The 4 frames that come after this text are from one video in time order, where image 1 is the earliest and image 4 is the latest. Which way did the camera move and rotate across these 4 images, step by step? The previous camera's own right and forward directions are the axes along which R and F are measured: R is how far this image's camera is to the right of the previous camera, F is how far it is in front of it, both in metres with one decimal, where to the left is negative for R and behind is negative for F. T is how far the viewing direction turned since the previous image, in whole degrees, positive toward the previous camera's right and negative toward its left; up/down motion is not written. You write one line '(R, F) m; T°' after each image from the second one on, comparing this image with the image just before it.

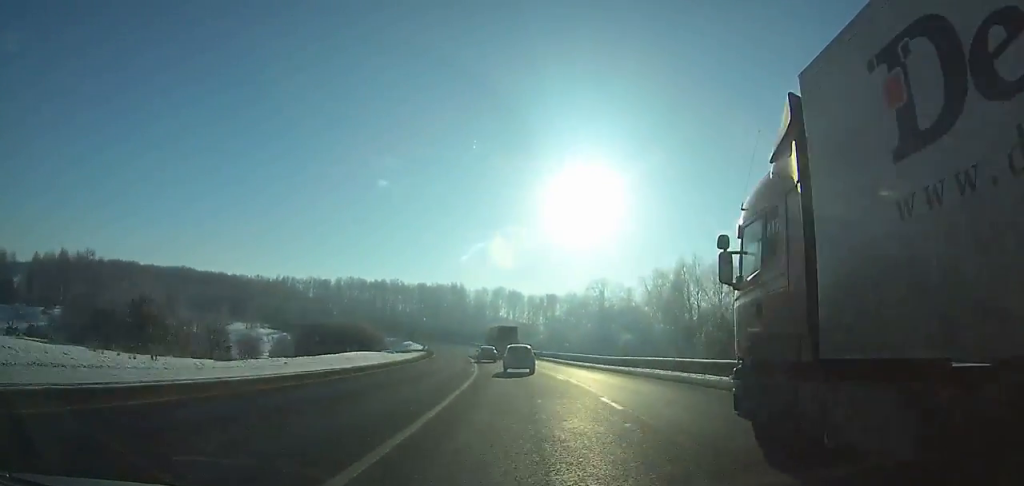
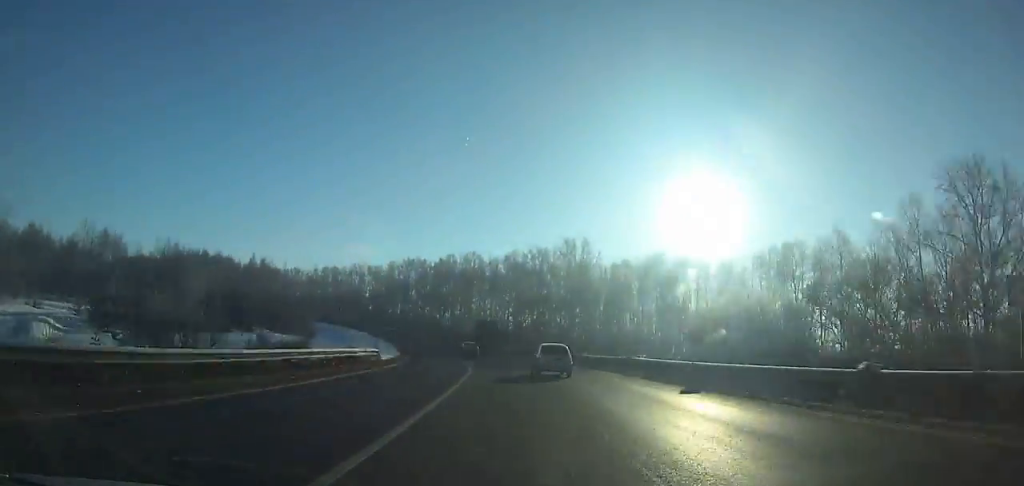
(-12.2, +125.9) m; -13°
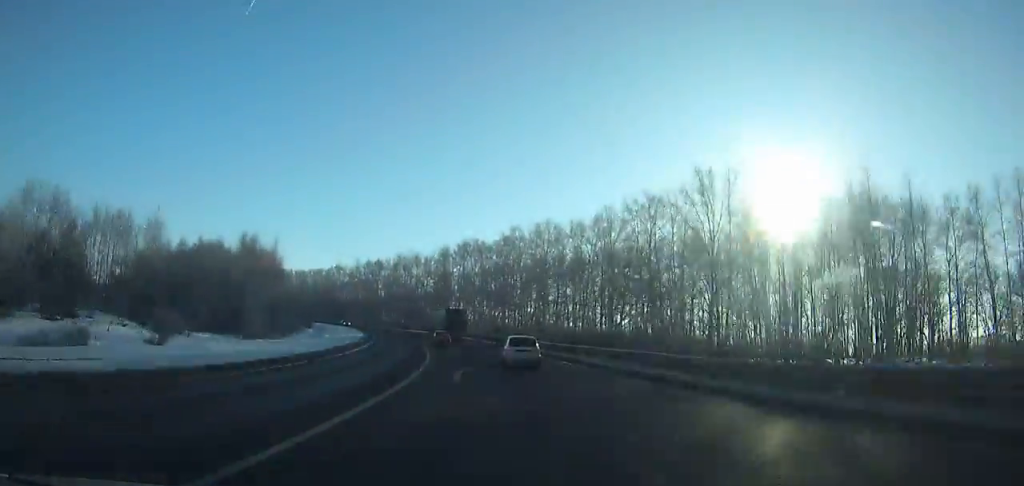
(-2.4, +51.1) m; -8°
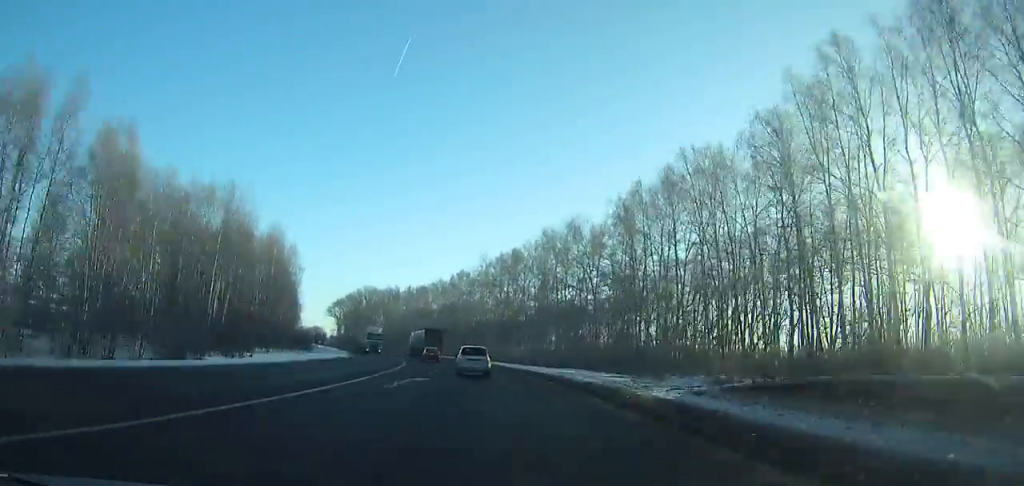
(-15.2, +86.0) m; -19°
